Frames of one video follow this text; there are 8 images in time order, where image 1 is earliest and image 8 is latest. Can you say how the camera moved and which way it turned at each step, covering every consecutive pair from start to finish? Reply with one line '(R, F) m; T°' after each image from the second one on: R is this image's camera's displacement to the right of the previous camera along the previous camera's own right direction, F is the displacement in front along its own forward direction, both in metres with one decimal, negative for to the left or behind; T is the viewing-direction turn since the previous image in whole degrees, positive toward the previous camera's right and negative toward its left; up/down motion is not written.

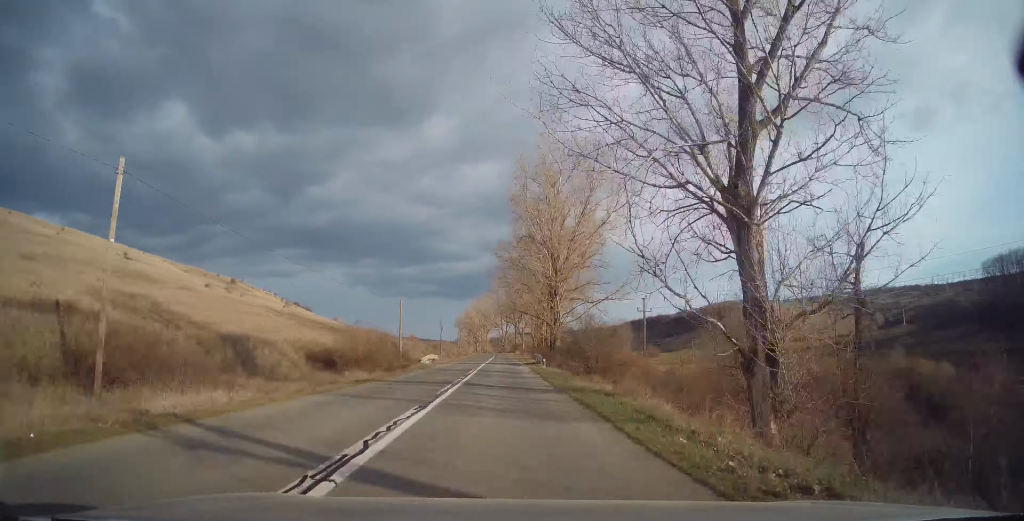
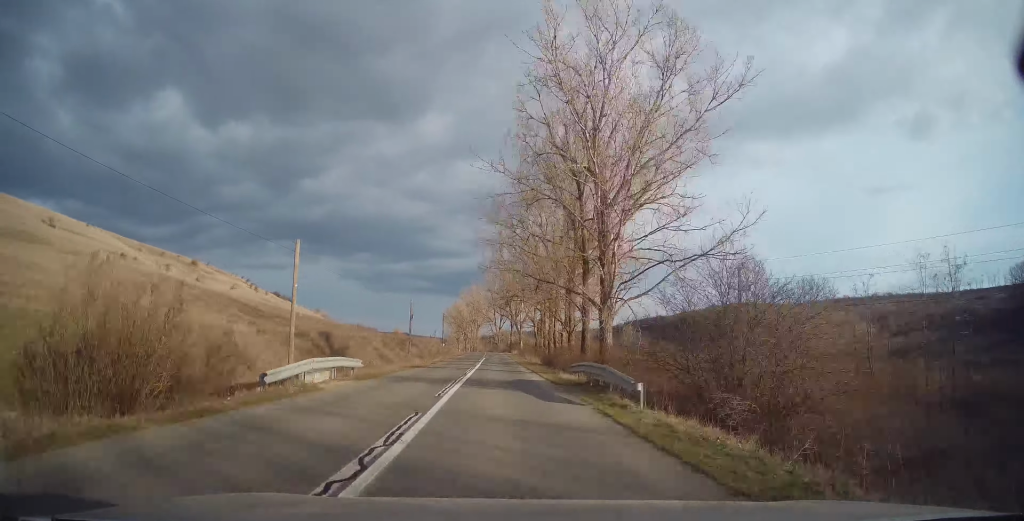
(+0.5, +24.5) m; 0°
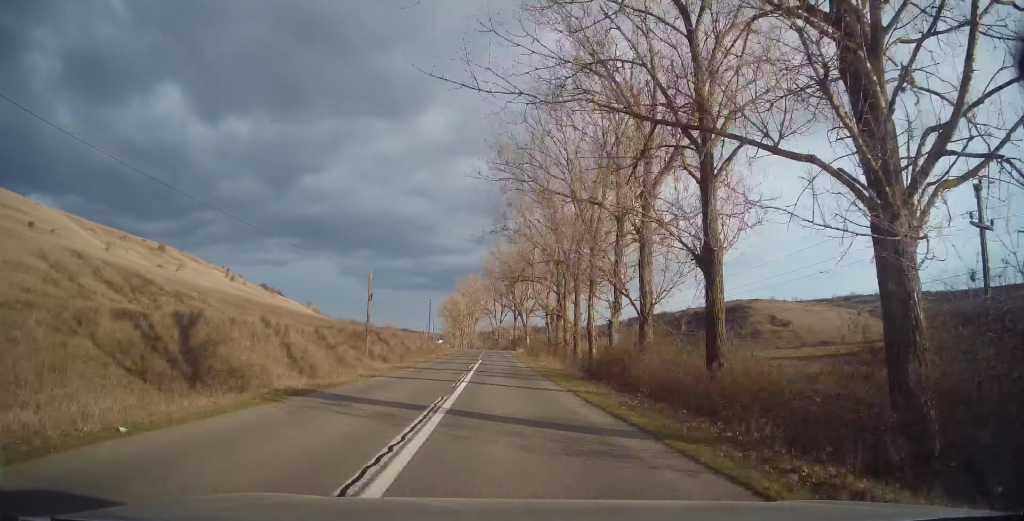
(-0.1, +19.7) m; 0°
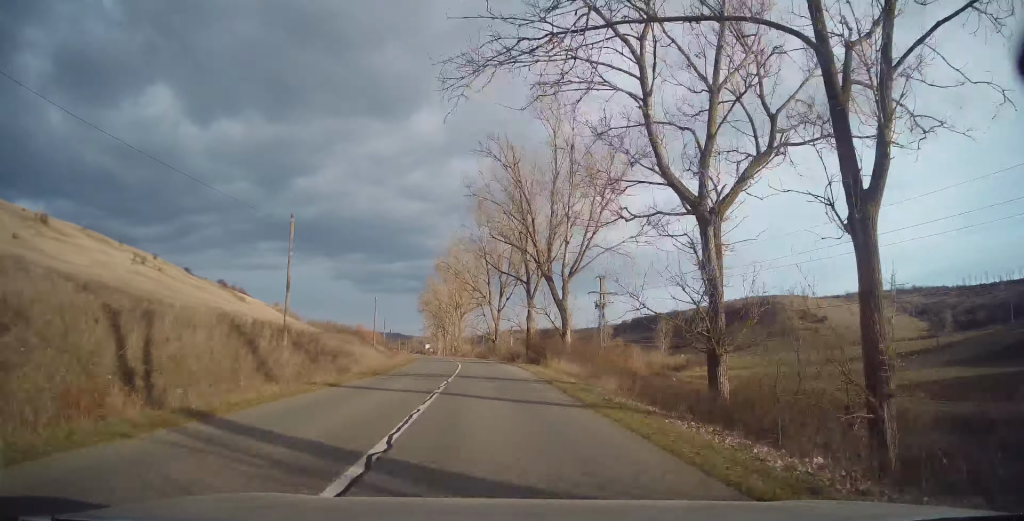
(+0.5, +50.4) m; 0°
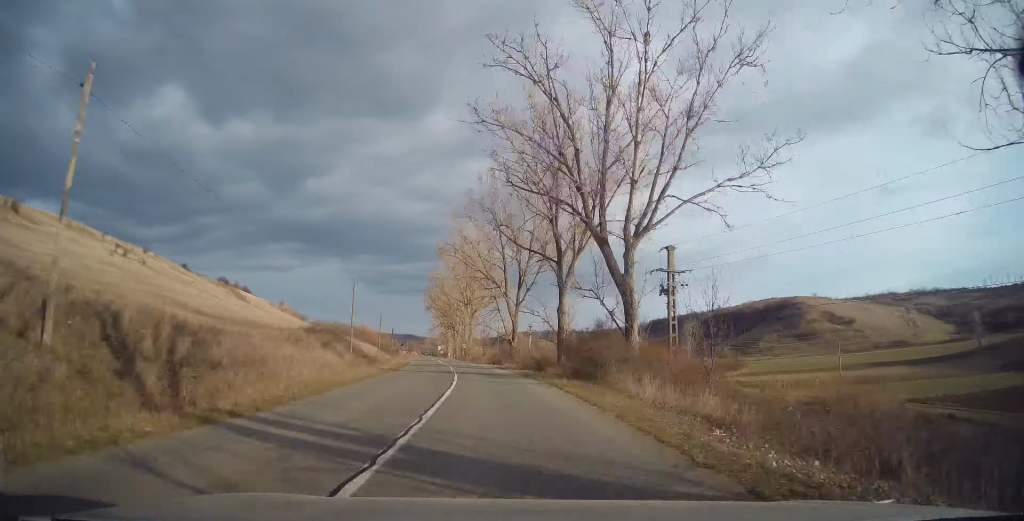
(+0.3, +13.8) m; -1°
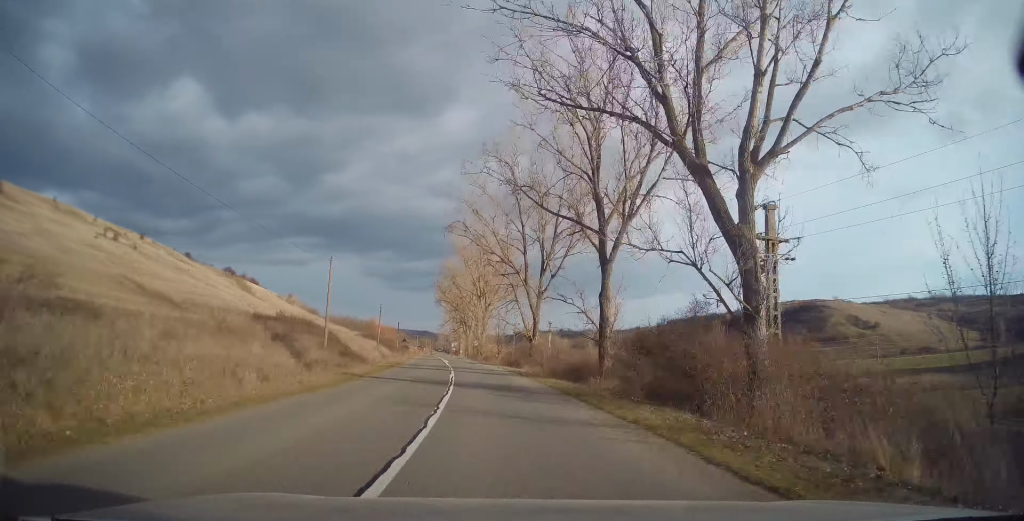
(-0.4, +10.2) m; -2°
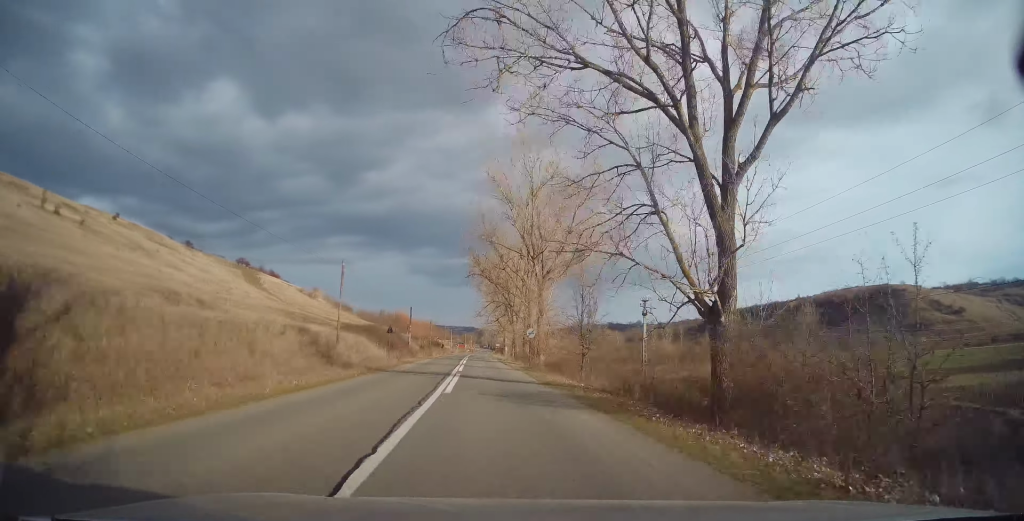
(-1.5, +34.1) m; -4°
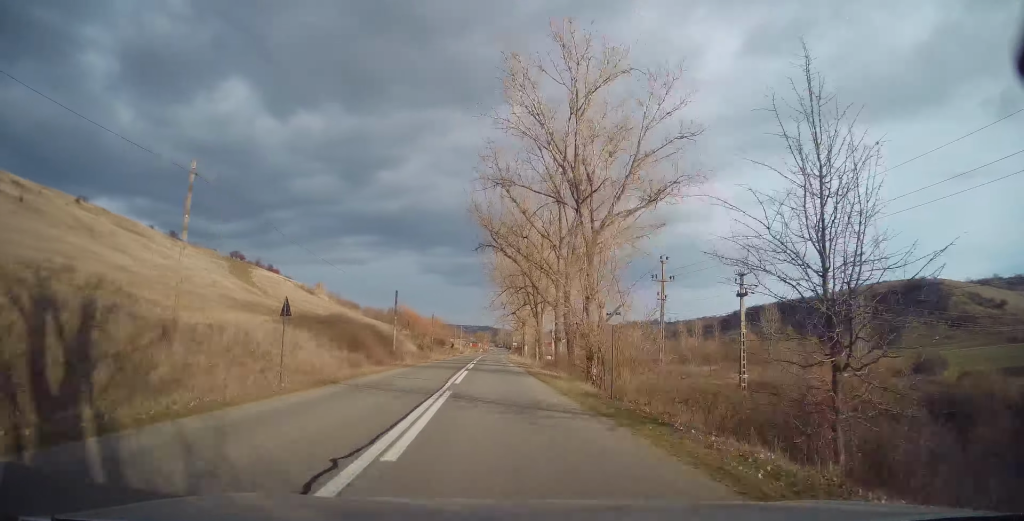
(-0.5, +20.0) m; -1°
